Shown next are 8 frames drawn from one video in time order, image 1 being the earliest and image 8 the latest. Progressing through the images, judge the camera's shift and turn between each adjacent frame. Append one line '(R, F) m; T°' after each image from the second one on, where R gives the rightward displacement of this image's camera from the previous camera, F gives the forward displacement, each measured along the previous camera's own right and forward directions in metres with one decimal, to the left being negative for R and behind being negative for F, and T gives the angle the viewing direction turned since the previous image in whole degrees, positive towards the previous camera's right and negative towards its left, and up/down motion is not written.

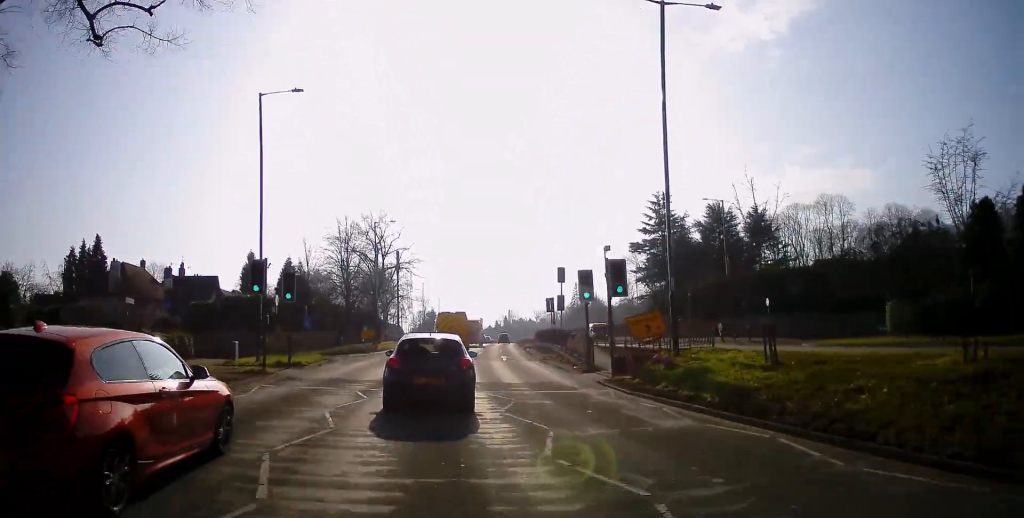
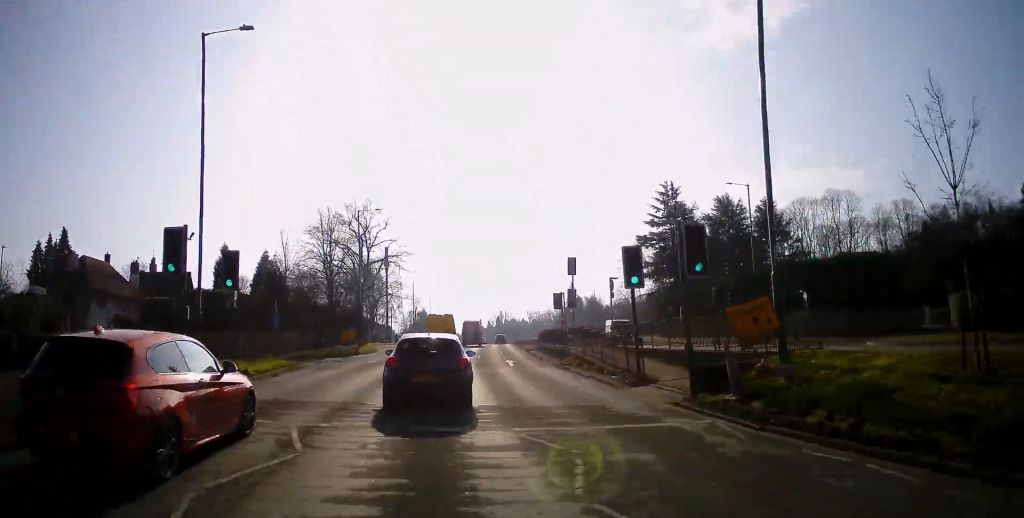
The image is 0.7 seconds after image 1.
(-0.3, +6.2) m; +2°
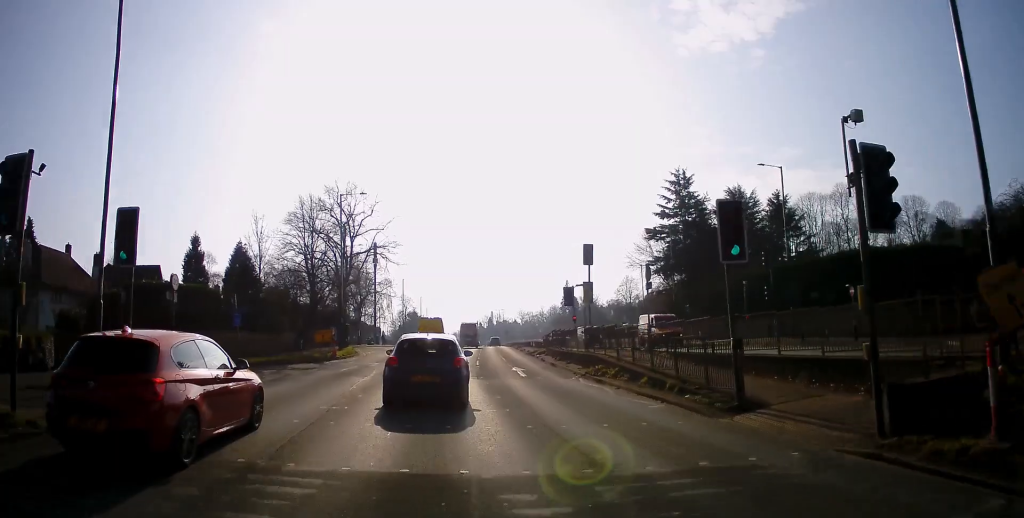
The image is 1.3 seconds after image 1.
(+0.3, +5.8) m; +1°
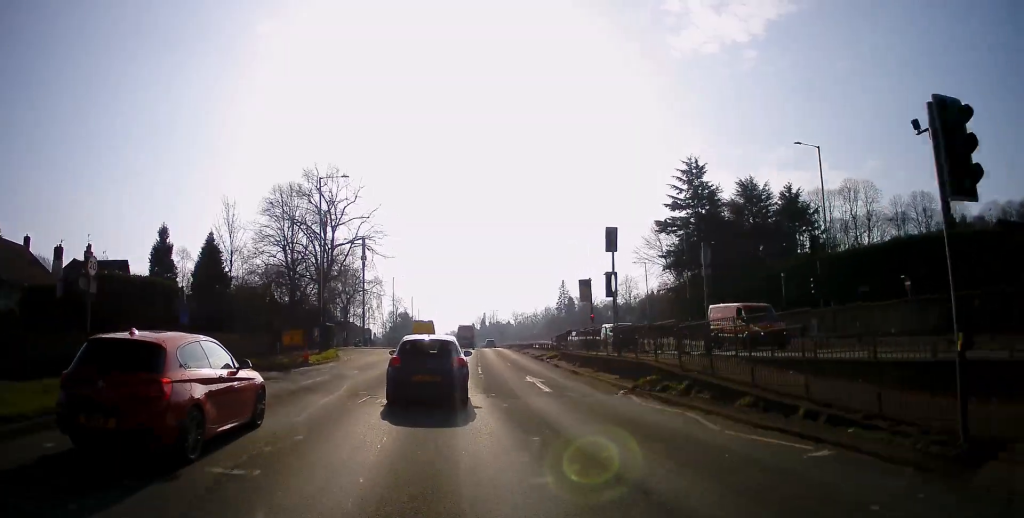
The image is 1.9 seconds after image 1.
(+0.2, +5.3) m; +1°
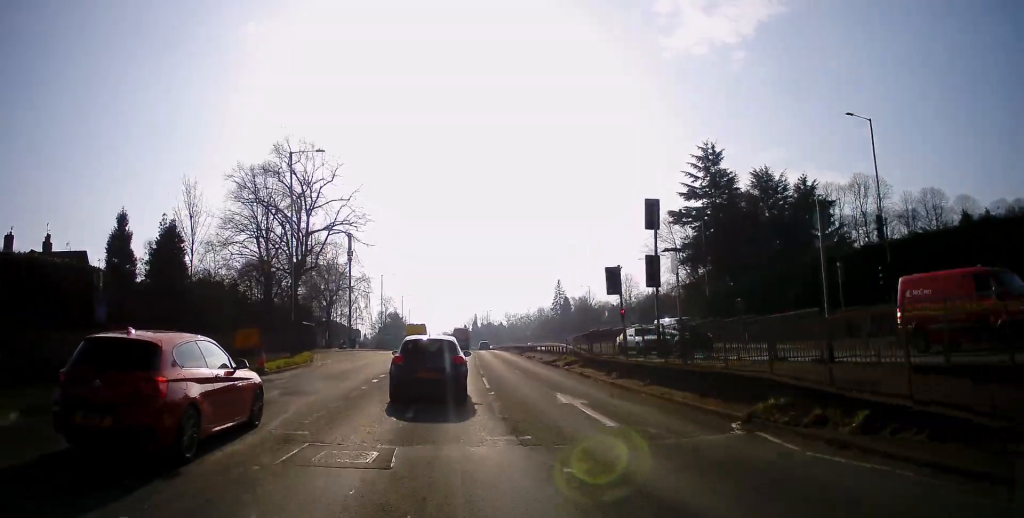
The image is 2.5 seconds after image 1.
(-0.2, +6.0) m; 0°
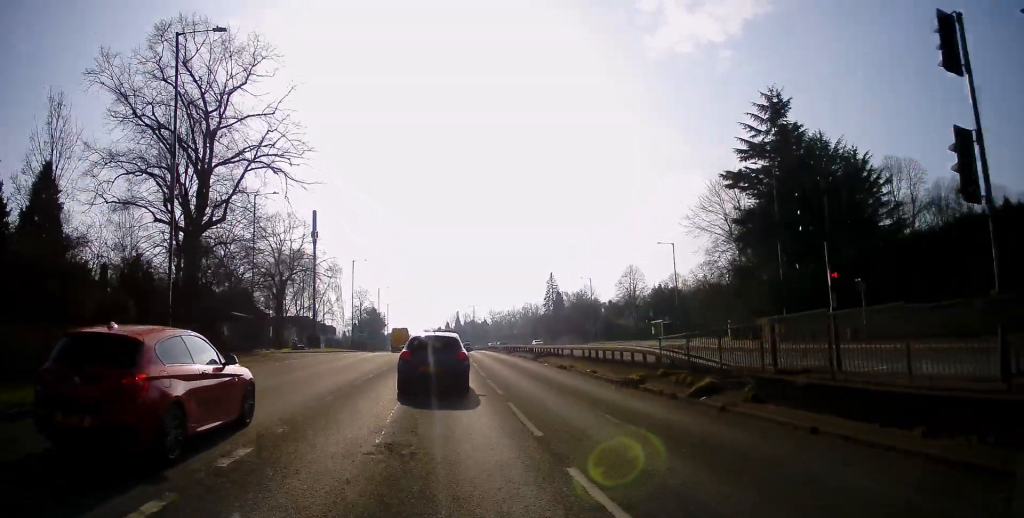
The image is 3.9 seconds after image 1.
(+0.2, +14.2) m; +2°
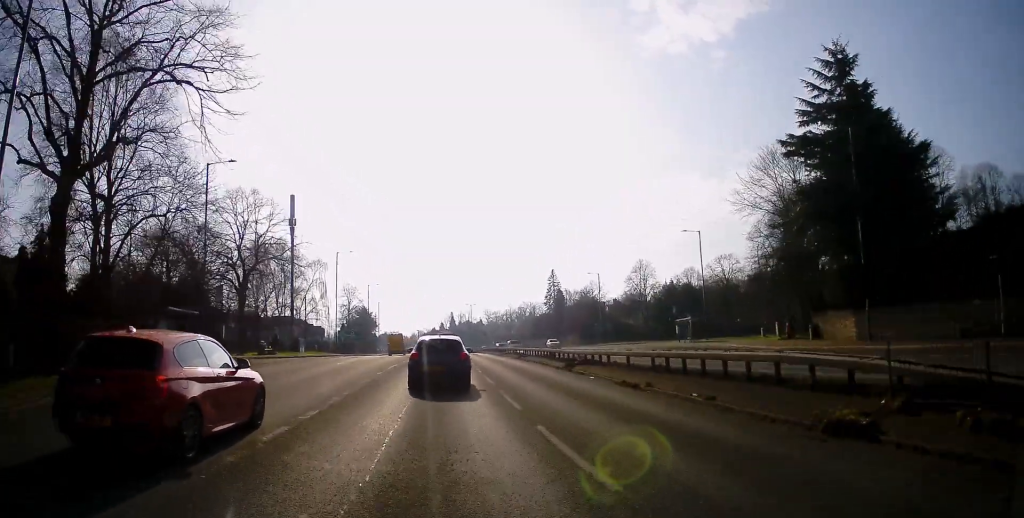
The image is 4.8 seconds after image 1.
(0.0, +9.2) m; +2°
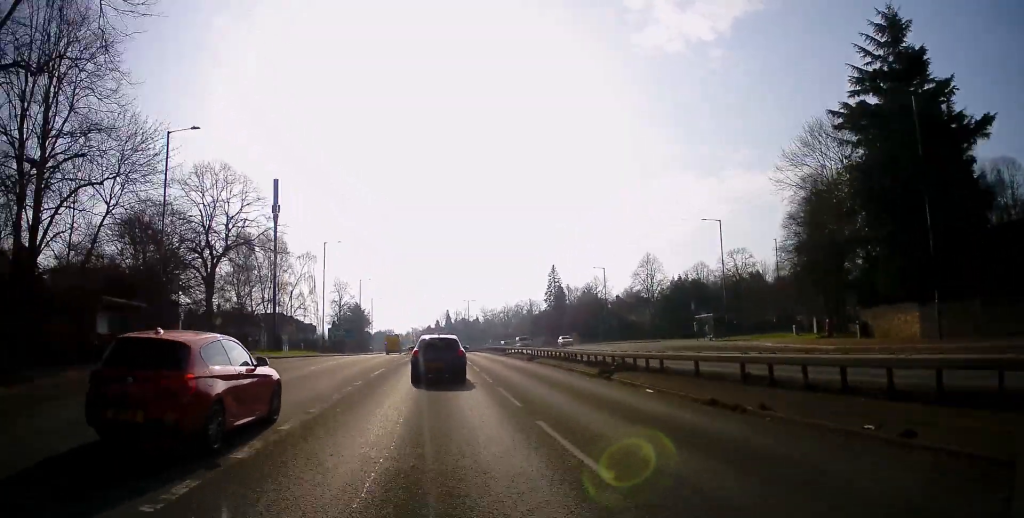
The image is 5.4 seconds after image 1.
(+0.2, +5.7) m; 0°
